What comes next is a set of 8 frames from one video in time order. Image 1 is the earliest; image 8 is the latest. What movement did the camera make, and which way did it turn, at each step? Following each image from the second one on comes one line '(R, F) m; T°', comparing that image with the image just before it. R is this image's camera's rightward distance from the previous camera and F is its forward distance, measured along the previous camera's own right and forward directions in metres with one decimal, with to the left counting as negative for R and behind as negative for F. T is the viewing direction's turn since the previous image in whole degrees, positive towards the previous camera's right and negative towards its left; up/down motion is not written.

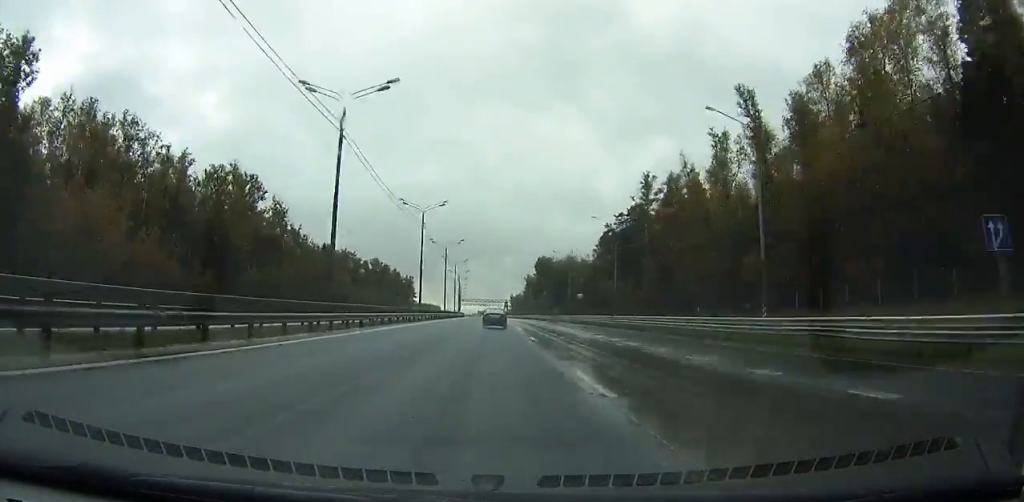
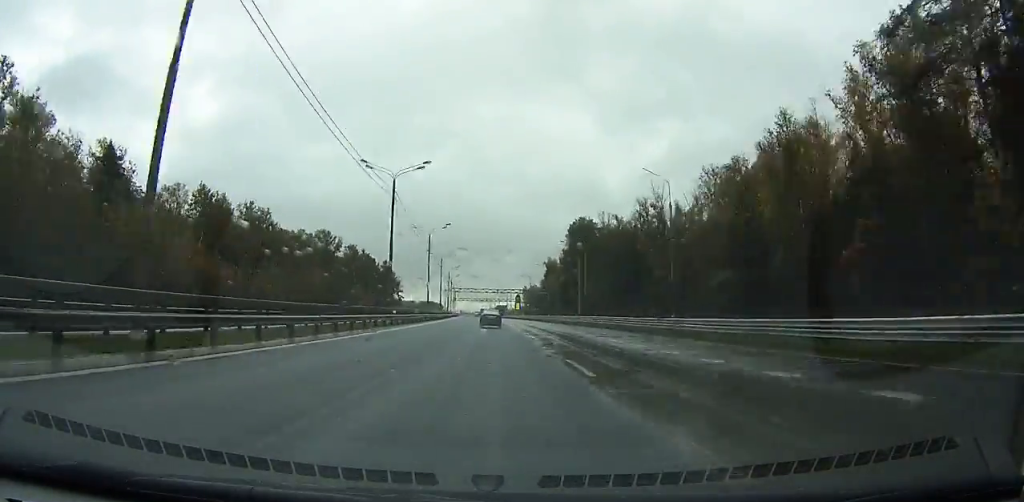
(-1.4, +92.5) m; +3°
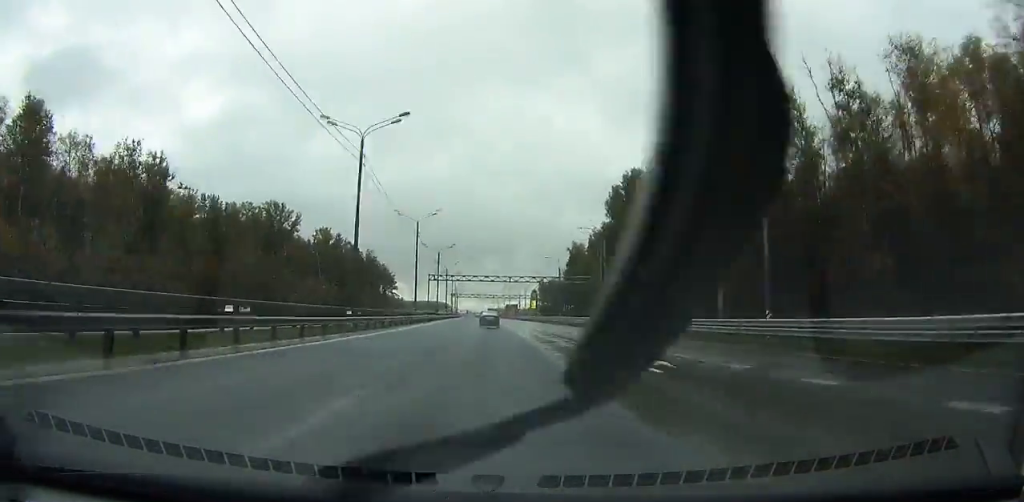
(+5.2, +51.6) m; +2°
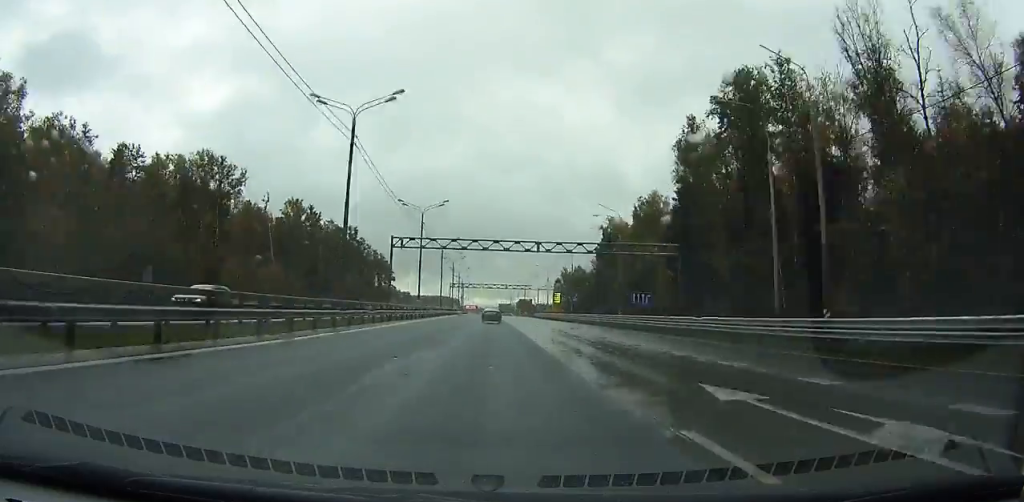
(-2.3, +41.2) m; -2°
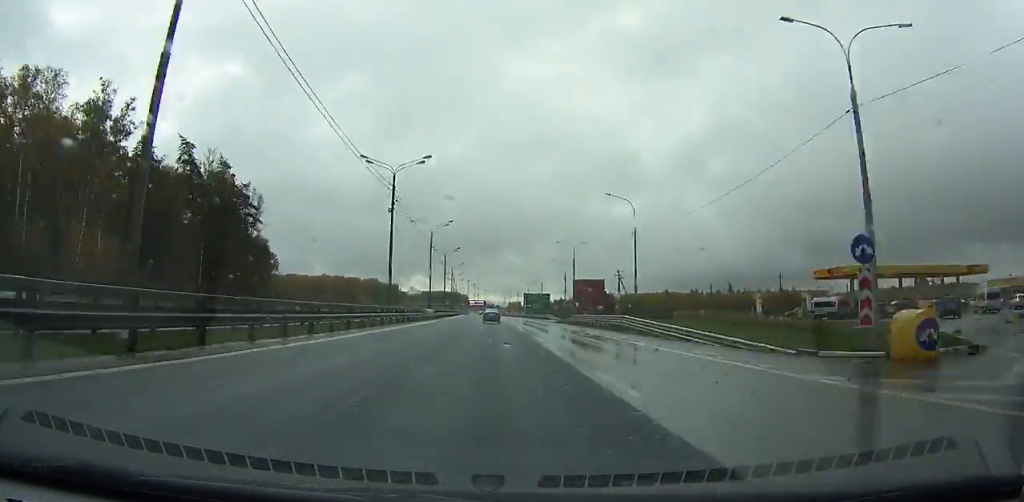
(-9.4, +171.9) m; -4°
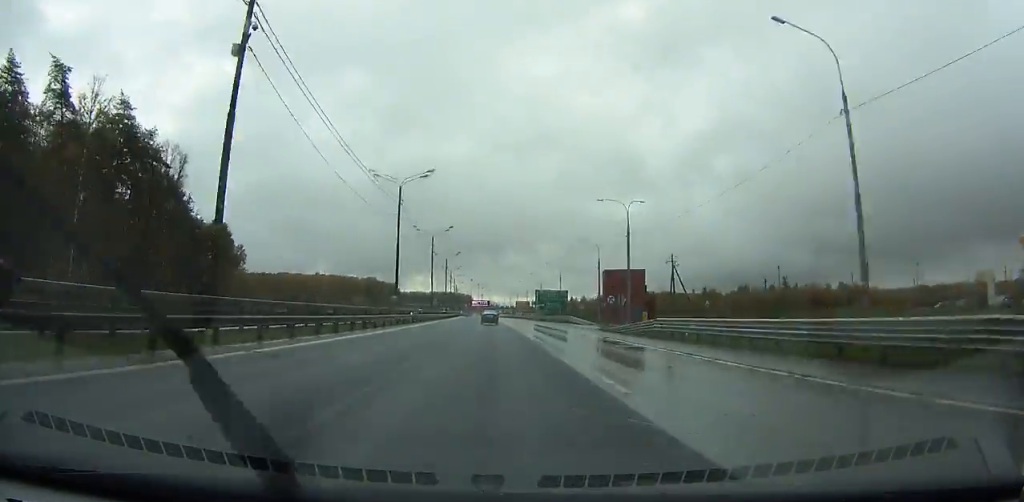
(0.0, +32.2) m; 0°
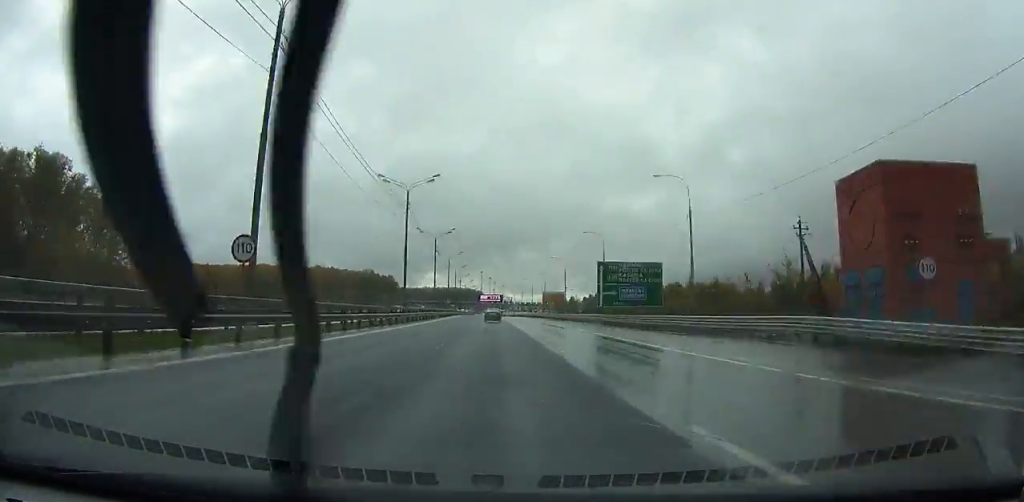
(-0.6, +71.0) m; -1°
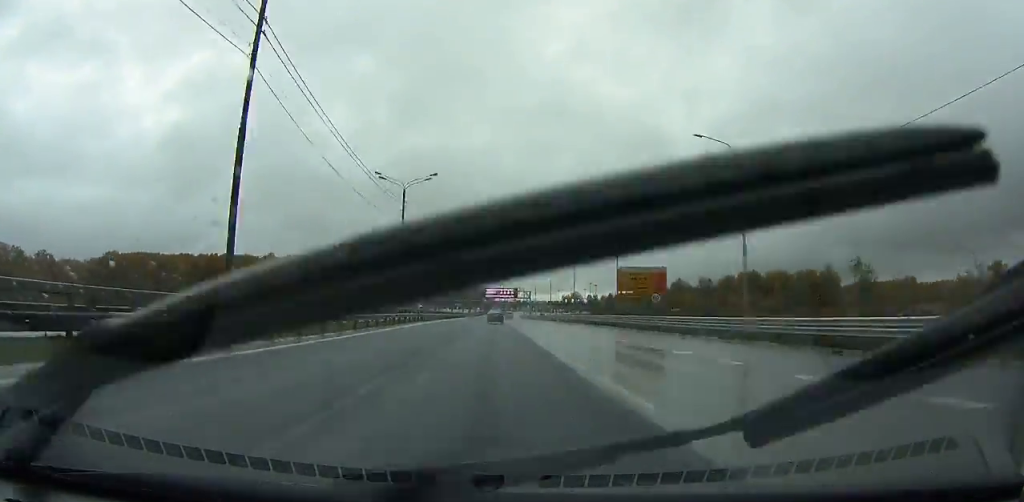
(-0.7, +74.6) m; -1°
